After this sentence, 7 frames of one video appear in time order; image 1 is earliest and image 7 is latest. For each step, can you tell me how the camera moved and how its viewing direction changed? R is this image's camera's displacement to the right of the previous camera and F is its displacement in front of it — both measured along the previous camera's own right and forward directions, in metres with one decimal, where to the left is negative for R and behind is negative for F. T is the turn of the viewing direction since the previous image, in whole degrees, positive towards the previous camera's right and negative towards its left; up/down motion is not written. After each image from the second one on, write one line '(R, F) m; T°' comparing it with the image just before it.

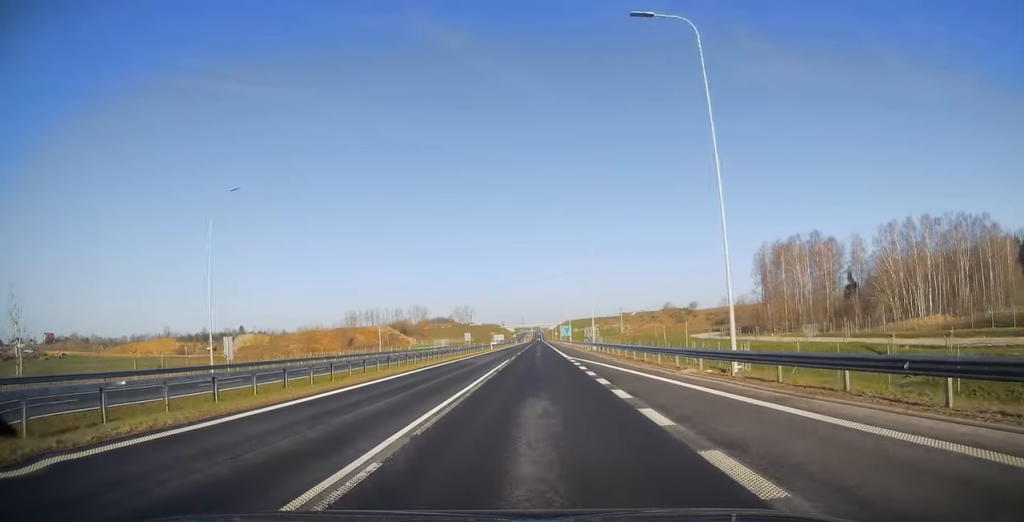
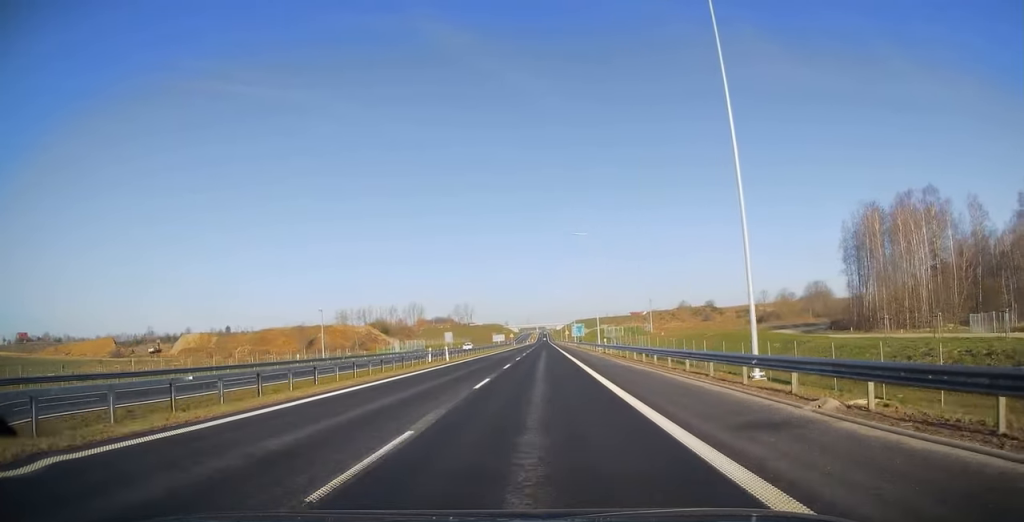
(-0.6, +46.9) m; -1°
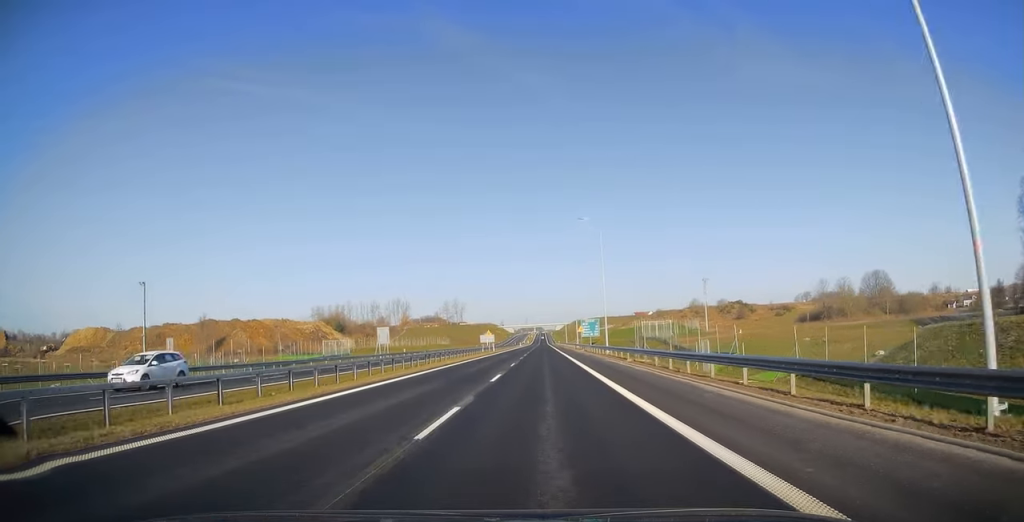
(+0.7, +56.5) m; +1°
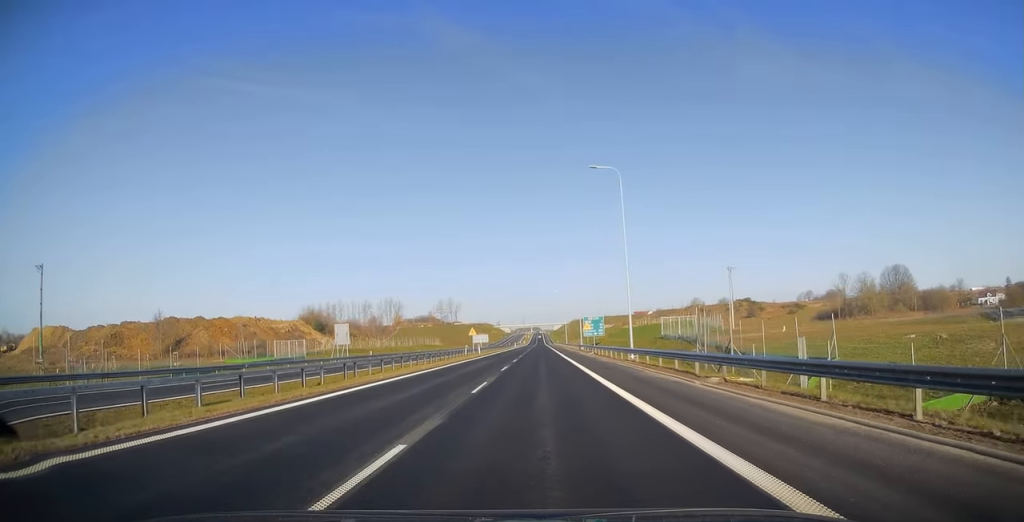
(-0.2, +16.5) m; 0°
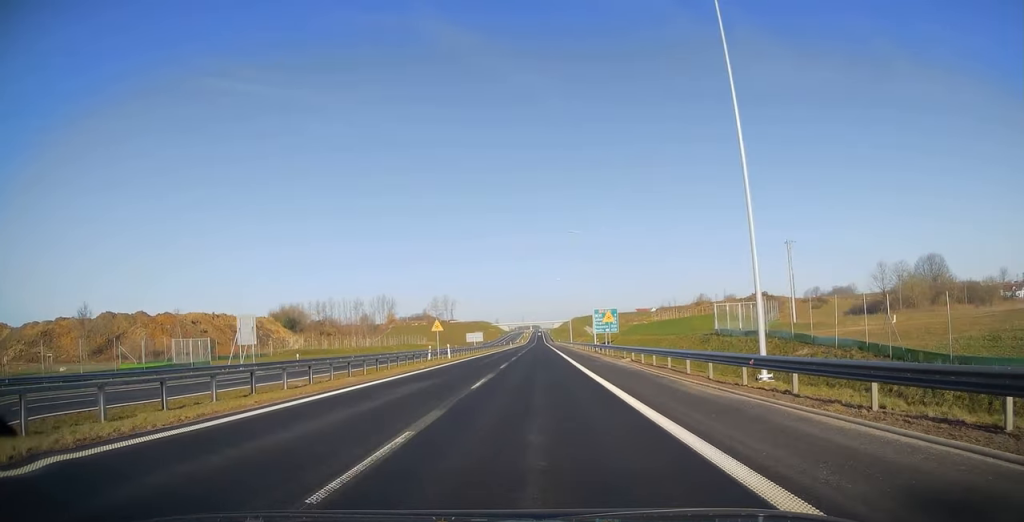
(0.0, +22.9) m; 0°
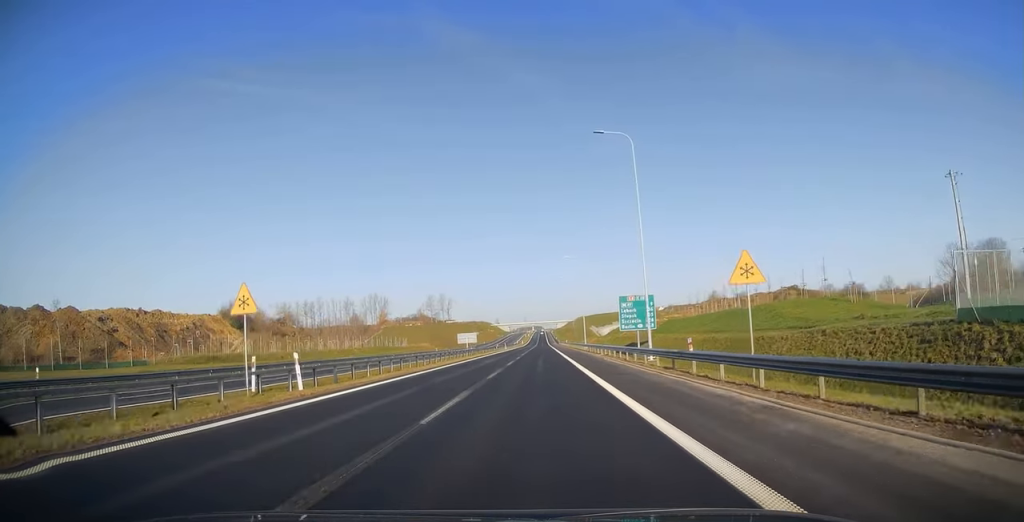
(+0.1, +30.9) m; 0°
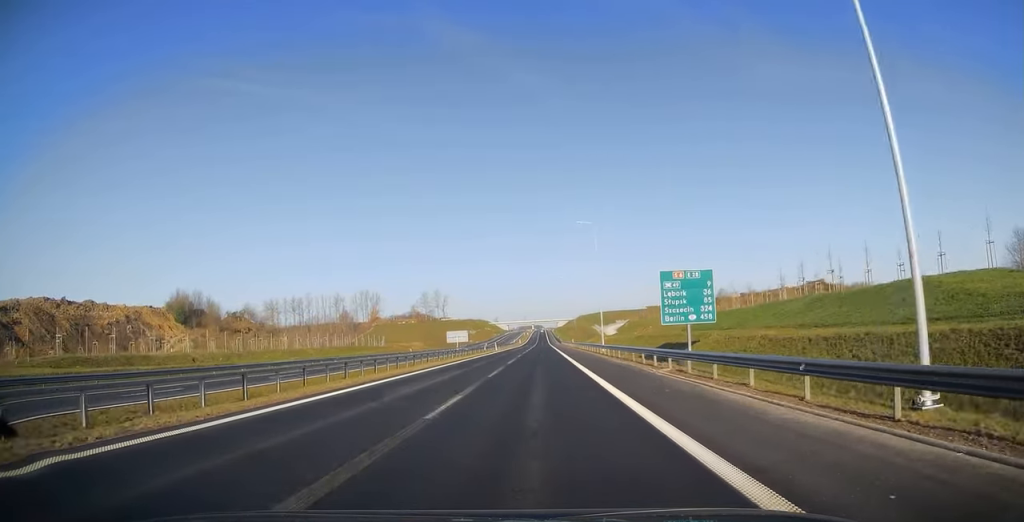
(-0.3, +23.4) m; -1°
